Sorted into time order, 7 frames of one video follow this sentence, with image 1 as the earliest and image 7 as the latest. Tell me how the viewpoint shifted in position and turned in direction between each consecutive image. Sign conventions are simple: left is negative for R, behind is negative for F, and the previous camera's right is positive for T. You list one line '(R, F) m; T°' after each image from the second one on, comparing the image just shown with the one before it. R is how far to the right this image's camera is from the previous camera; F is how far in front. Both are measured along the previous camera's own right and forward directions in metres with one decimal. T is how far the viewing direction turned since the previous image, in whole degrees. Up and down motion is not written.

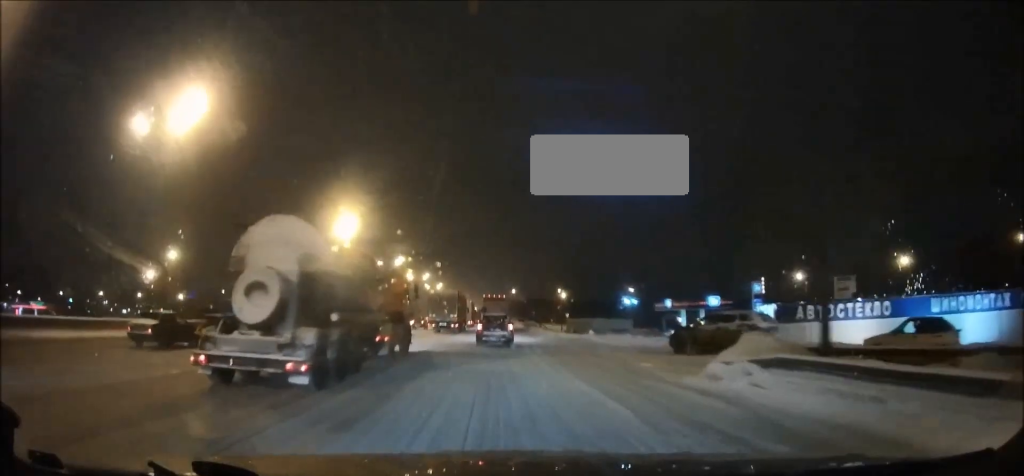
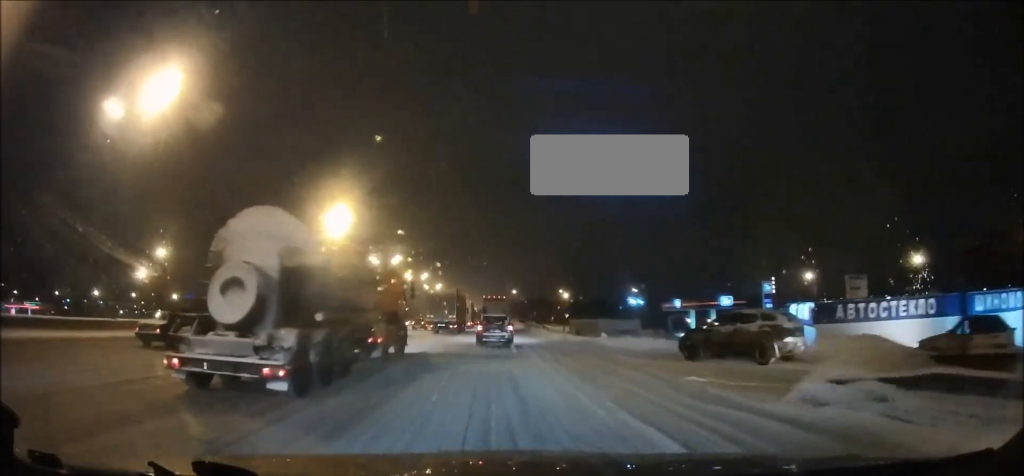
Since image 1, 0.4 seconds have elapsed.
(0.0, +3.6) m; 0°
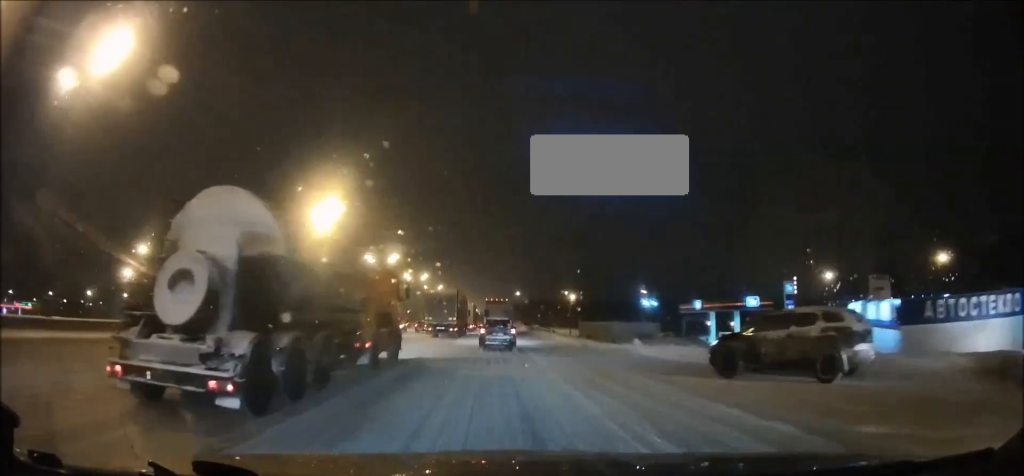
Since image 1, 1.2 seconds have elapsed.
(0.0, +6.1) m; -1°
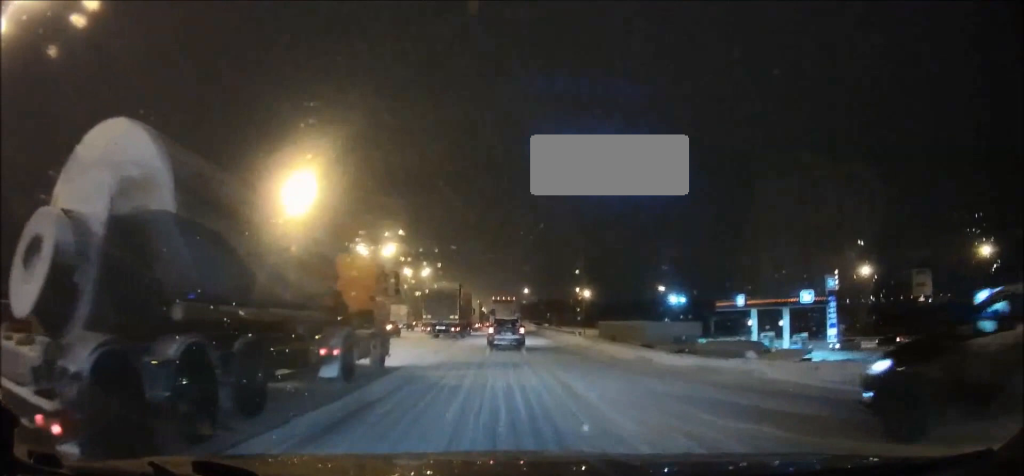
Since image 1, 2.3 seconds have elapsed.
(-0.2, +9.5) m; -1°
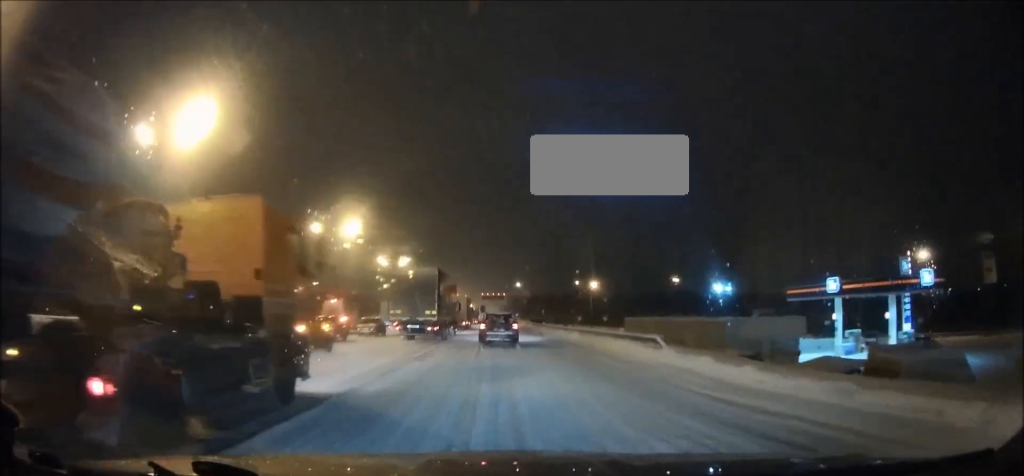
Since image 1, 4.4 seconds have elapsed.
(+0.3, +16.8) m; +2°
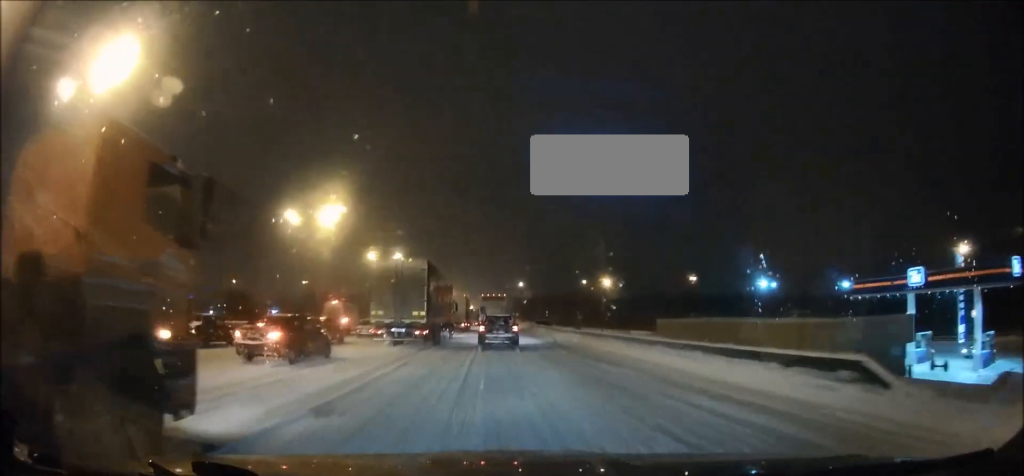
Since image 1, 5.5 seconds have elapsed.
(+0.1, +9.1) m; 0°
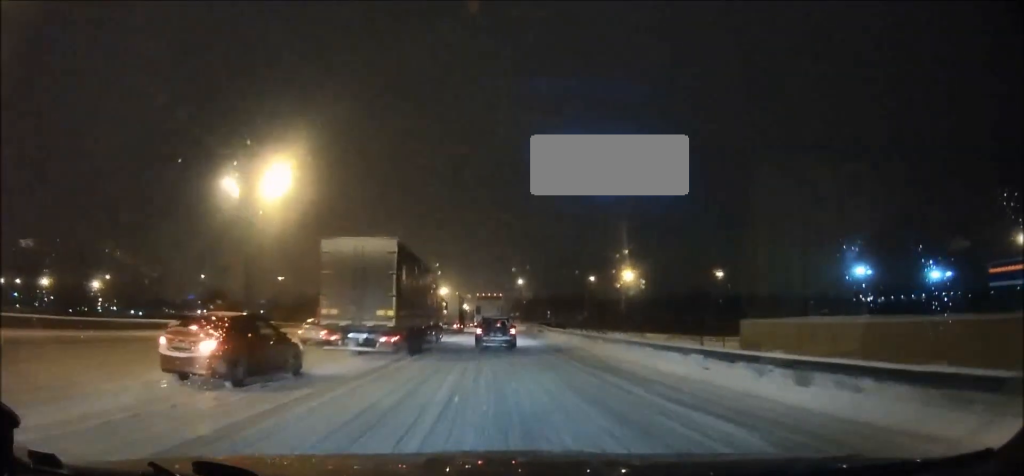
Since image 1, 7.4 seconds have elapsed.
(0.0, +14.1) m; 0°
